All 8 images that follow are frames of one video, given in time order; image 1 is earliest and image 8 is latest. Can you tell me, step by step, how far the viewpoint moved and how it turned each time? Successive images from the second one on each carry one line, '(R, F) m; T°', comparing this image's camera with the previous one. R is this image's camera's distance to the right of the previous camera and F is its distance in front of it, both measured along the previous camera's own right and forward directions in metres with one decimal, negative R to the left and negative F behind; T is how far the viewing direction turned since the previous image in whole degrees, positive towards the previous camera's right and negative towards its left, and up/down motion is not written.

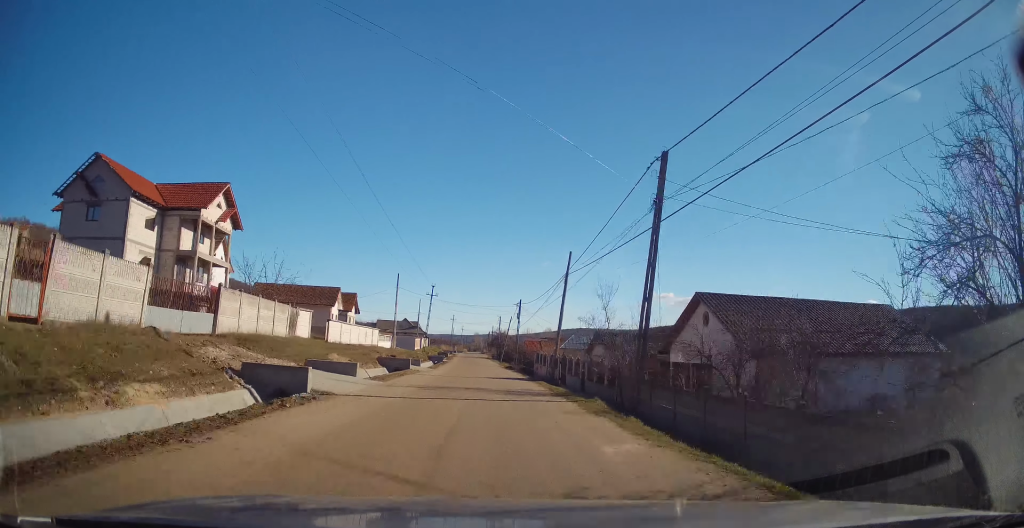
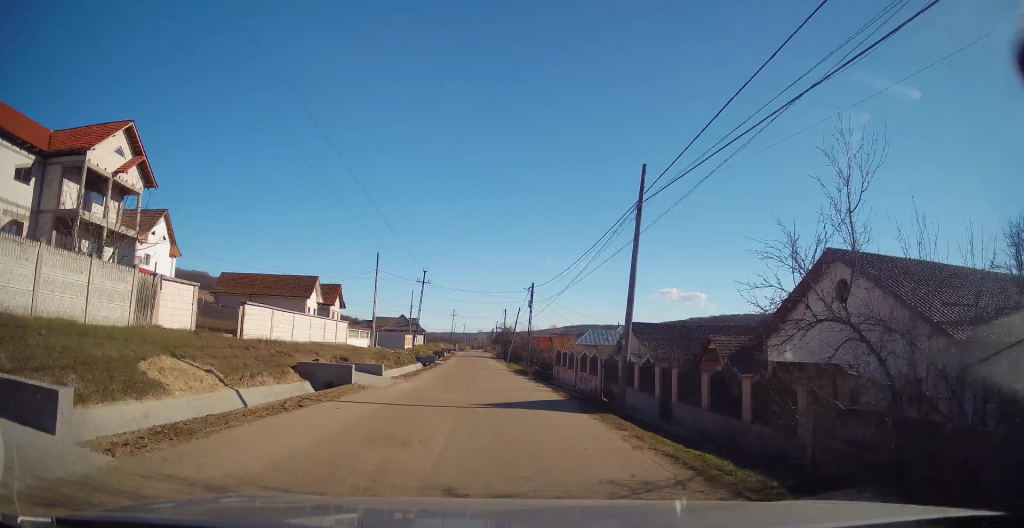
(-0.2, +12.7) m; 0°
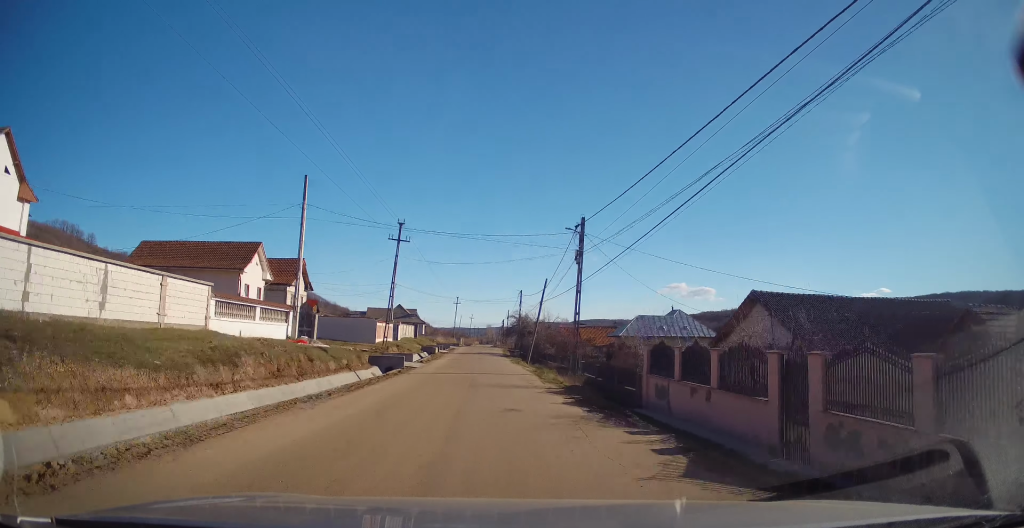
(+0.5, +21.2) m; 0°
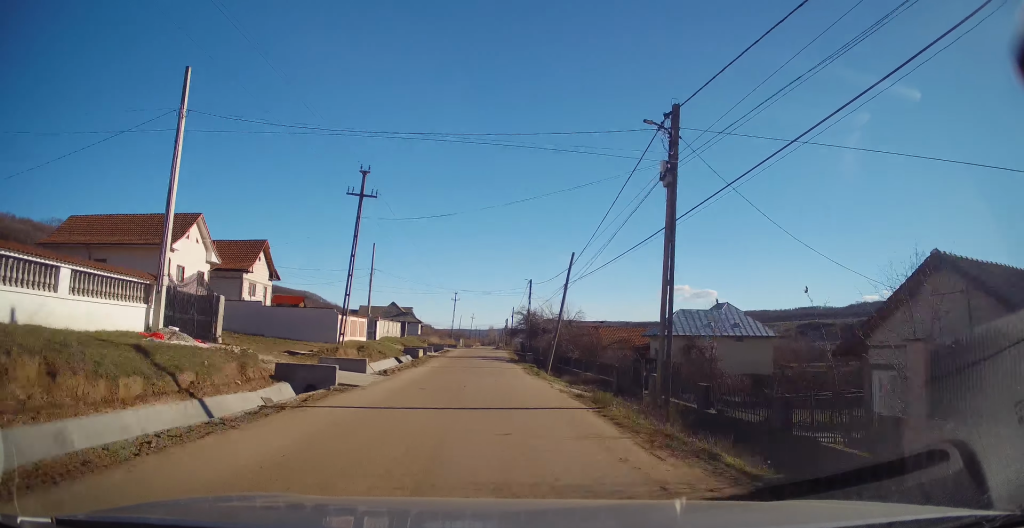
(-0.3, +12.1) m; -1°
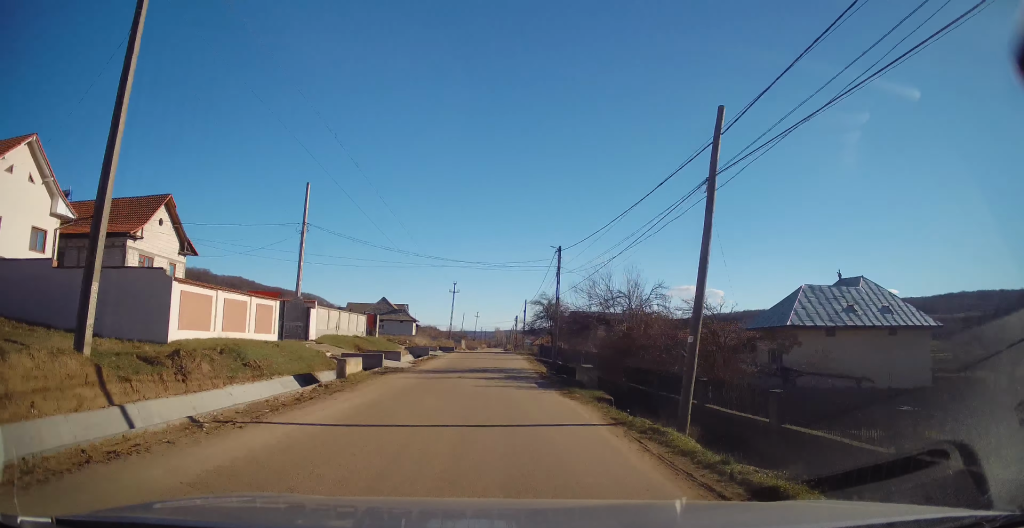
(0.0, +18.7) m; -1°
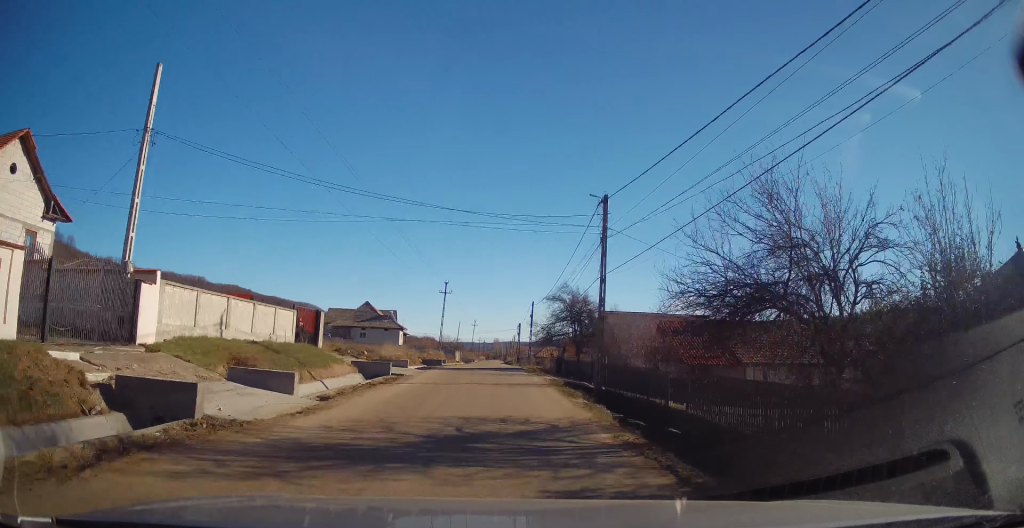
(-0.1, +14.6) m; -1°
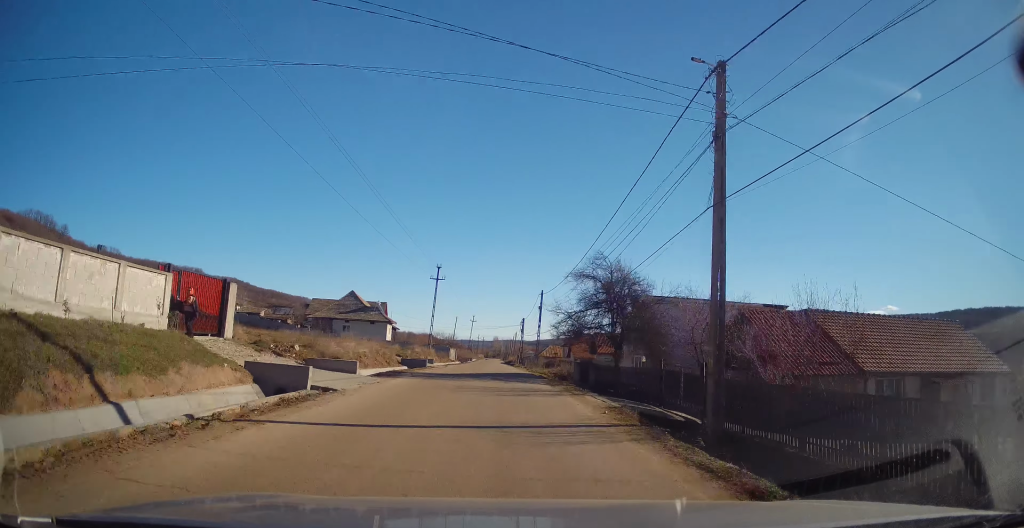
(-0.1, +10.8) m; 0°
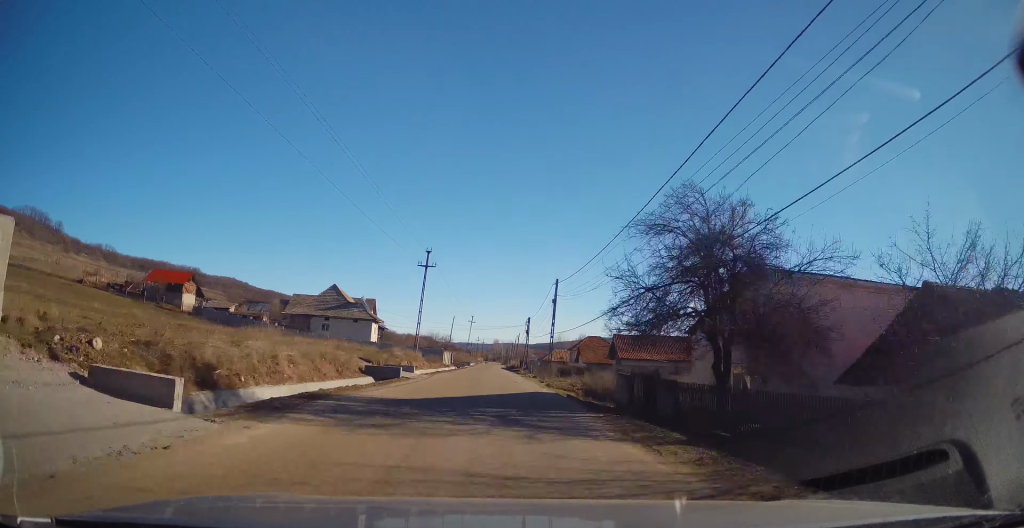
(-0.2, +10.9) m; +1°
